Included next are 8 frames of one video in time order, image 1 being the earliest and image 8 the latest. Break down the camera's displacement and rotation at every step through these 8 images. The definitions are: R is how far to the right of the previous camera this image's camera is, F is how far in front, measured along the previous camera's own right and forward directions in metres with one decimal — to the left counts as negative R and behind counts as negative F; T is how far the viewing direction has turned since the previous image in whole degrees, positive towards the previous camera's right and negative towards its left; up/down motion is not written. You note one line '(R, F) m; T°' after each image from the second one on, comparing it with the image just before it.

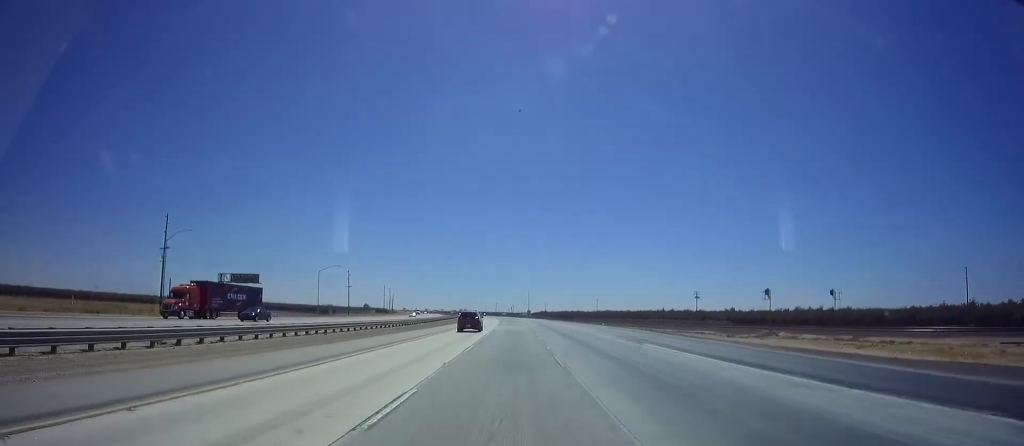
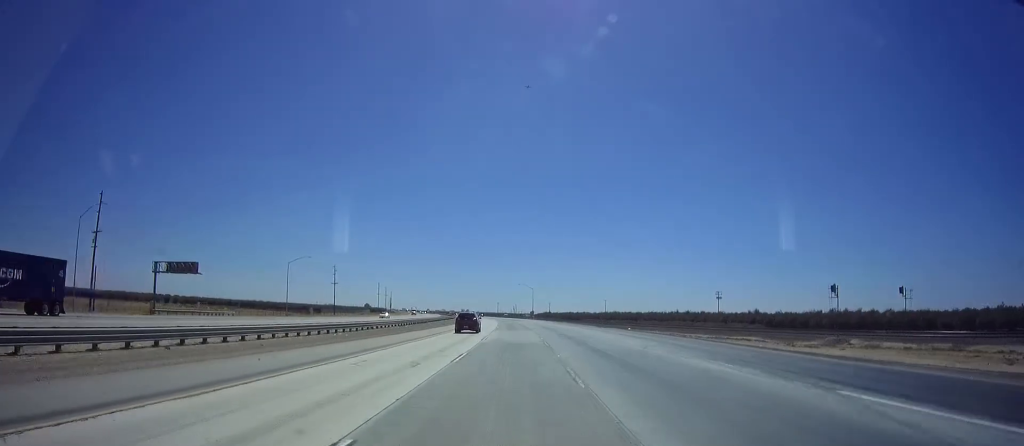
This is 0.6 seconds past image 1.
(-0.1, +18.9) m; -1°
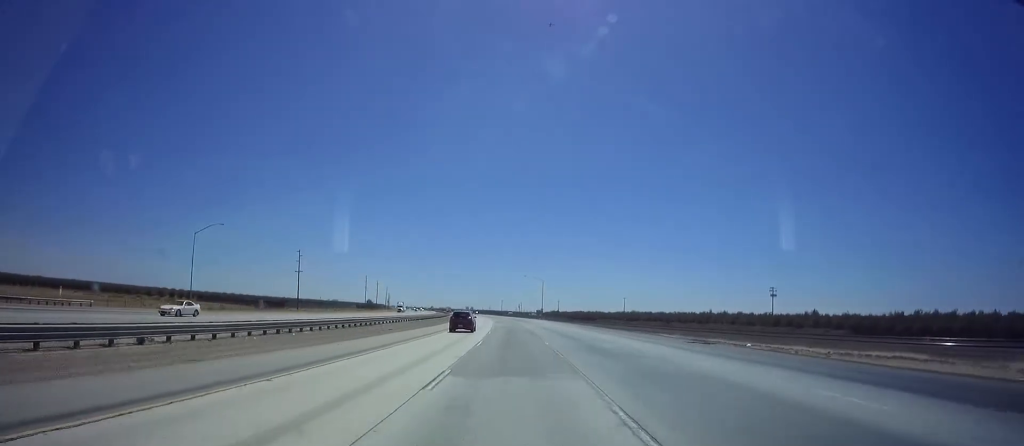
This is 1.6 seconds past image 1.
(-0.8, +35.7) m; -1°
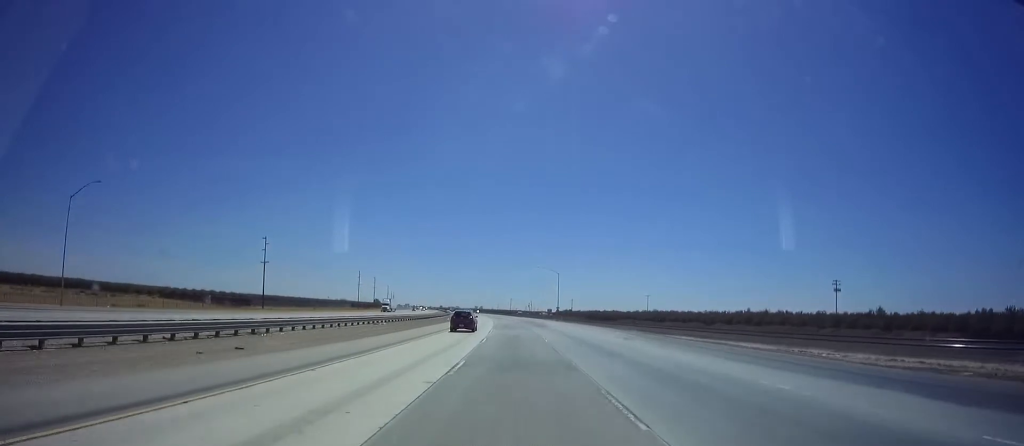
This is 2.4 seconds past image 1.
(+0.3, +26.8) m; 0°
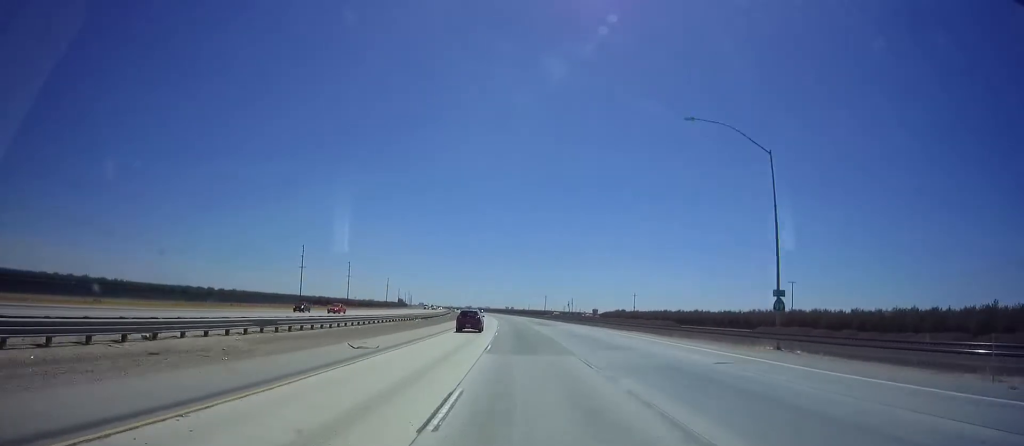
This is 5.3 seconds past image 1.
(-3.4, +94.6) m; -4°
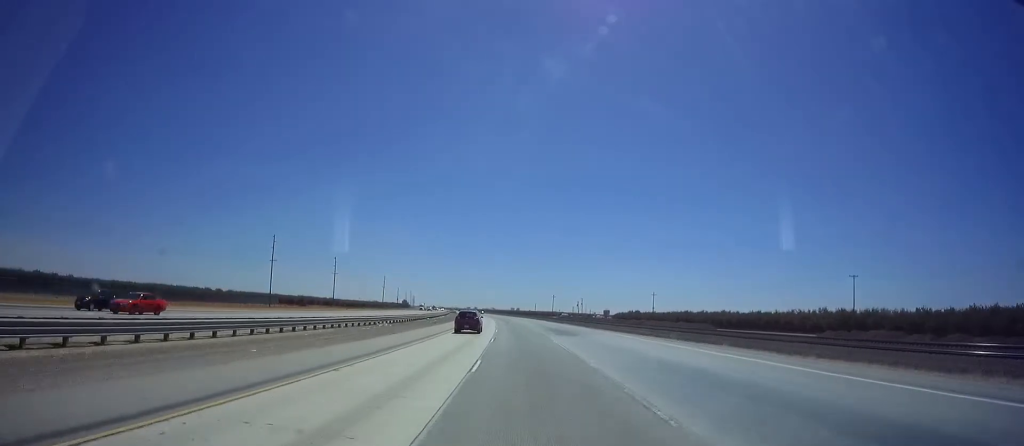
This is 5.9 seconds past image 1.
(0.0, +22.3) m; -1°
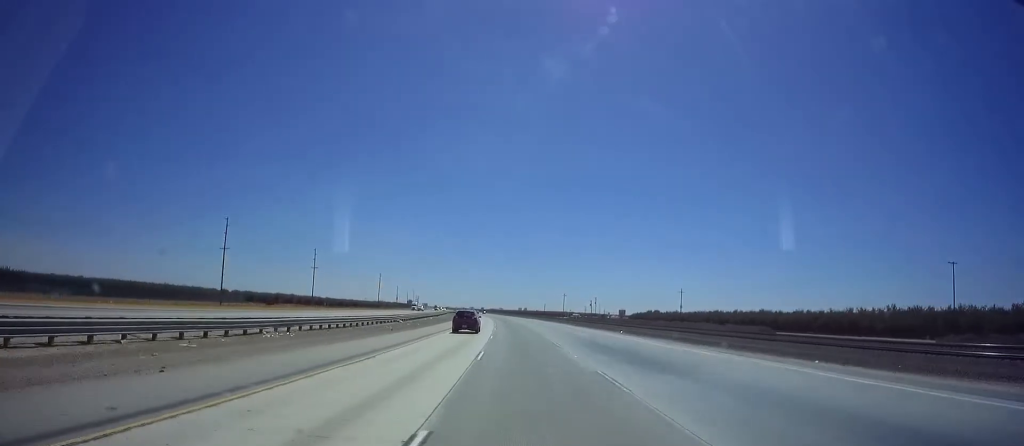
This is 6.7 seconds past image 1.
(-0.3, +25.6) m; -1°
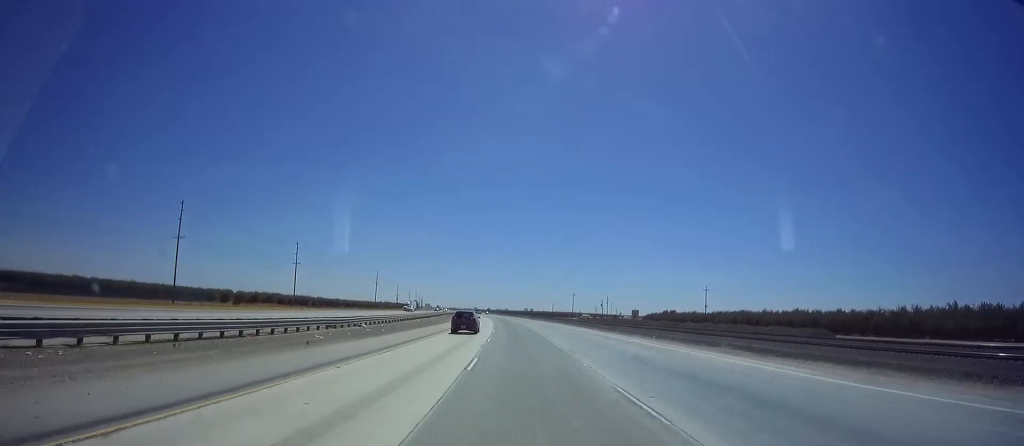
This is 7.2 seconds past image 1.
(-0.2, +17.8) m; -1°
